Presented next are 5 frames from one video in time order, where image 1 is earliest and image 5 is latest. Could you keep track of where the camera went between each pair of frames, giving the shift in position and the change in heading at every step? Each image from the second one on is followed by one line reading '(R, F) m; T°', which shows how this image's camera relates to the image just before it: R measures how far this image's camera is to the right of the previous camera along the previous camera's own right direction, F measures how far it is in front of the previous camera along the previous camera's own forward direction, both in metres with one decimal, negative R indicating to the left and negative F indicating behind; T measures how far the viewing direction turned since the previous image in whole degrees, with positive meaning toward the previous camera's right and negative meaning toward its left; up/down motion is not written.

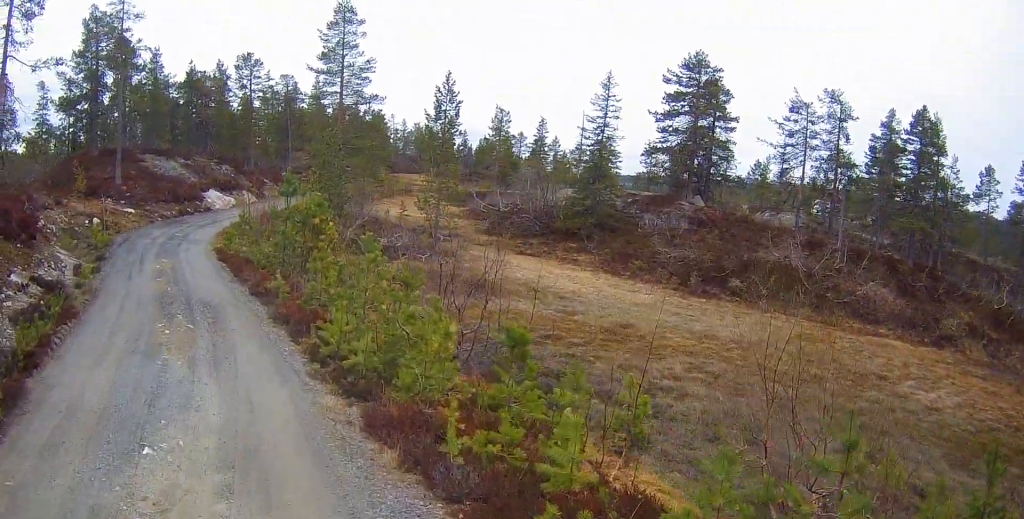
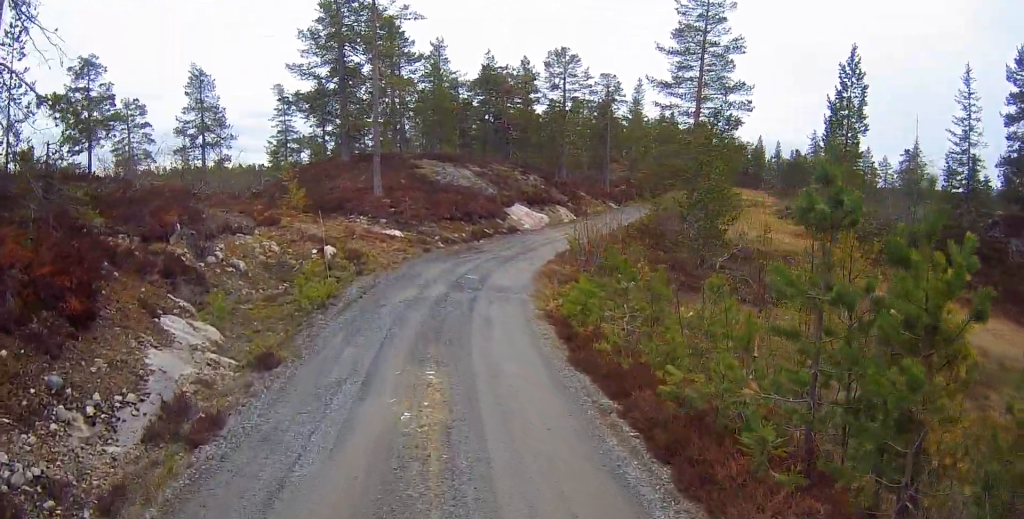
(-2.3, +9.7) m; -23°
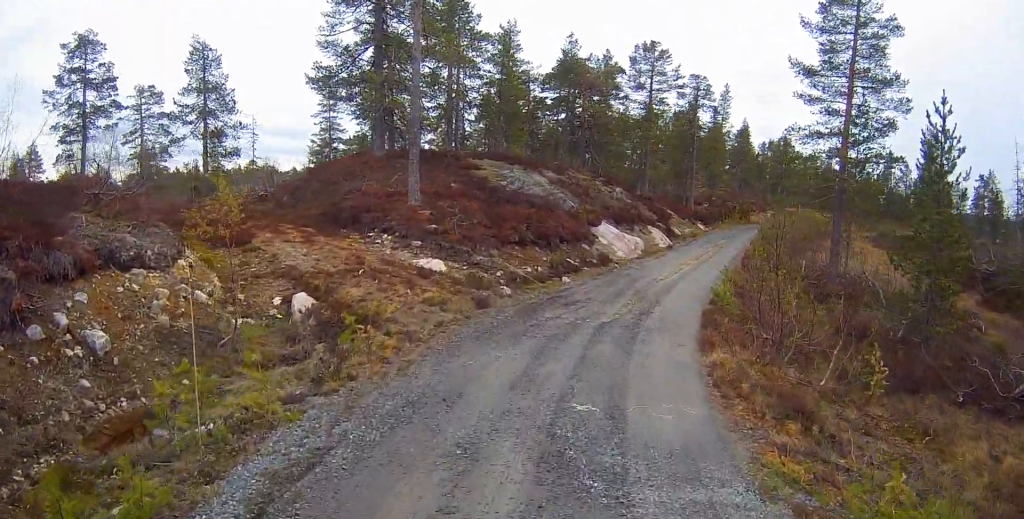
(-0.3, +8.6) m; +2°
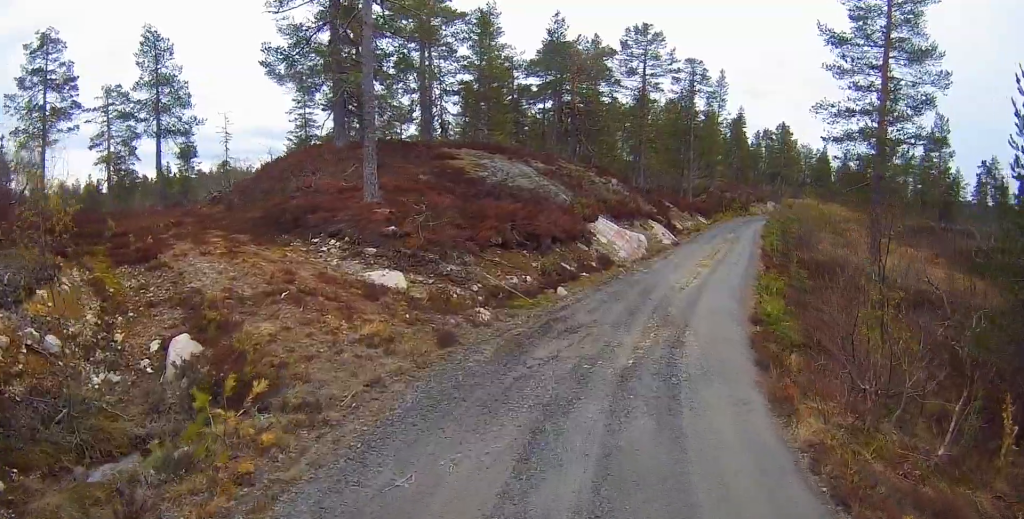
(+0.1, +3.5) m; +5°
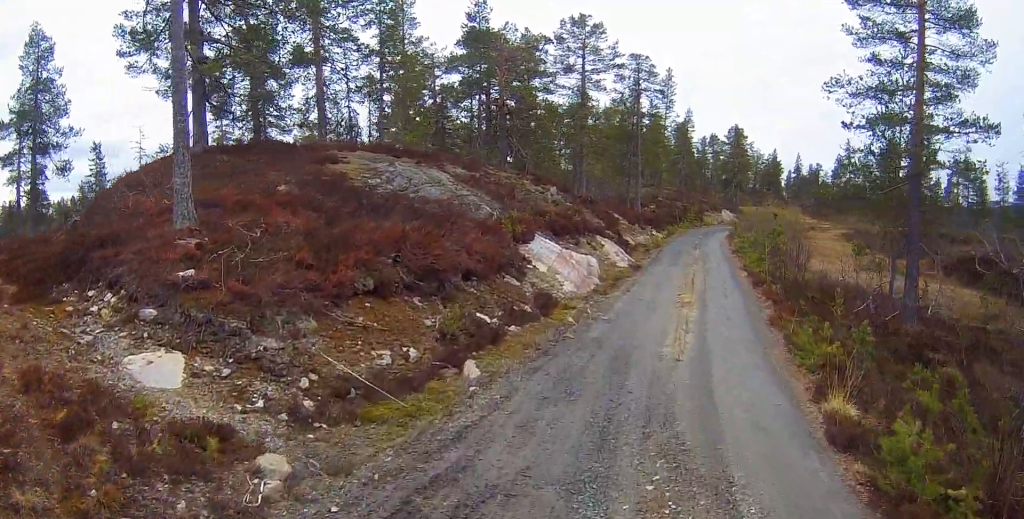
(+0.4, +5.8) m; +6°
